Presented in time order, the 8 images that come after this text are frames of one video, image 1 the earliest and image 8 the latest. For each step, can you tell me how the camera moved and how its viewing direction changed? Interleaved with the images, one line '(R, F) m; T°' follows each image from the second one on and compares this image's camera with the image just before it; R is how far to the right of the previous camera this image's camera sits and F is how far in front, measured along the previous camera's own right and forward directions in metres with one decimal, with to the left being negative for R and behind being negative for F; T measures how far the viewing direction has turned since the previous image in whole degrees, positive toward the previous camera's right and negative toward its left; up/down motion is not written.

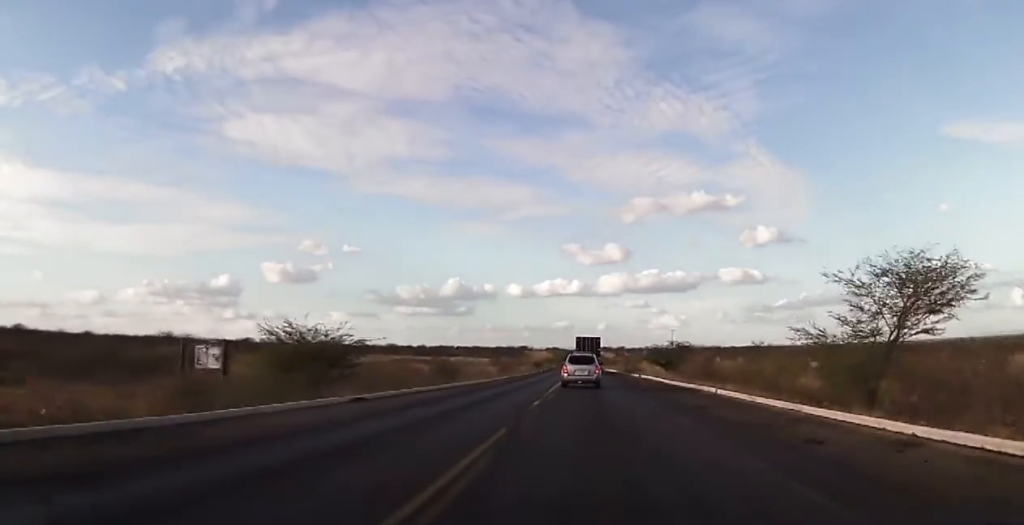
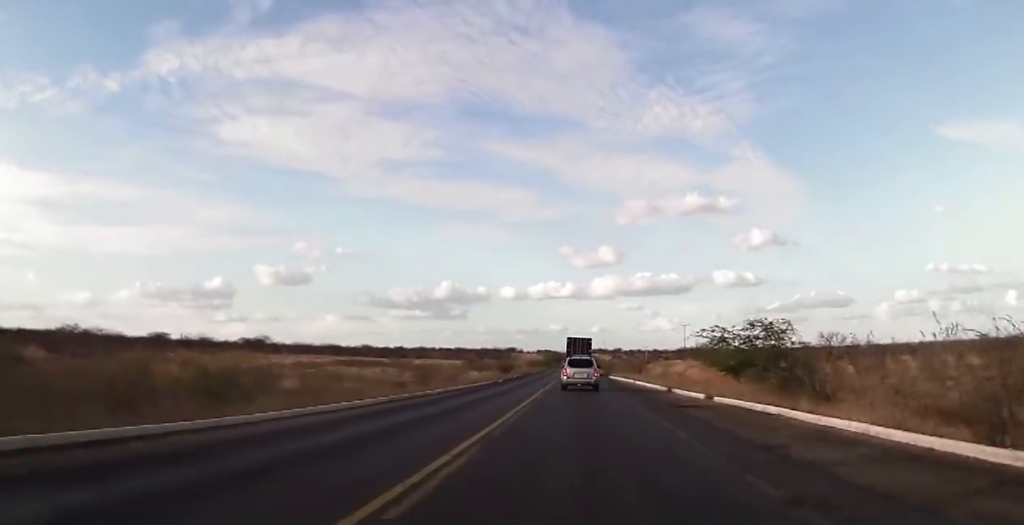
(+0.4, +41.1) m; +1°
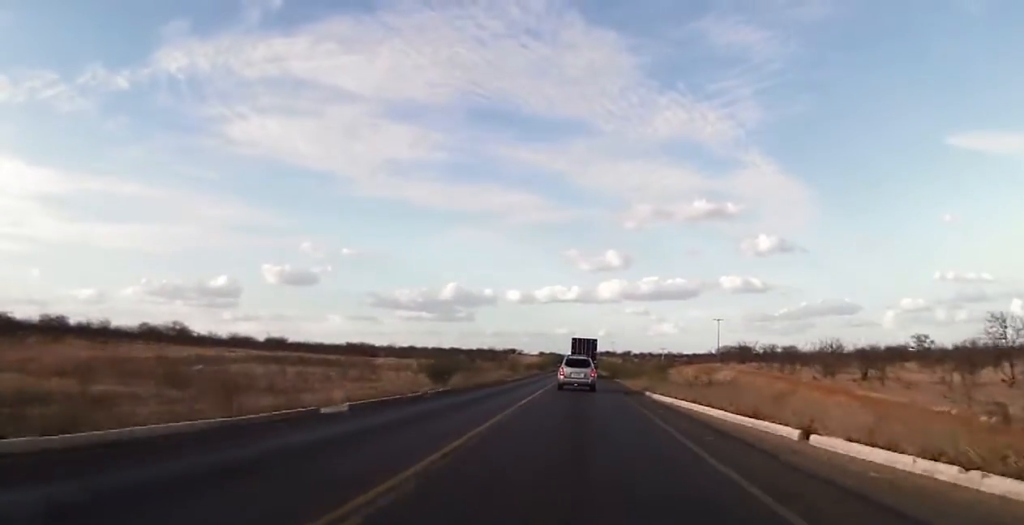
(0.0, +38.9) m; -1°
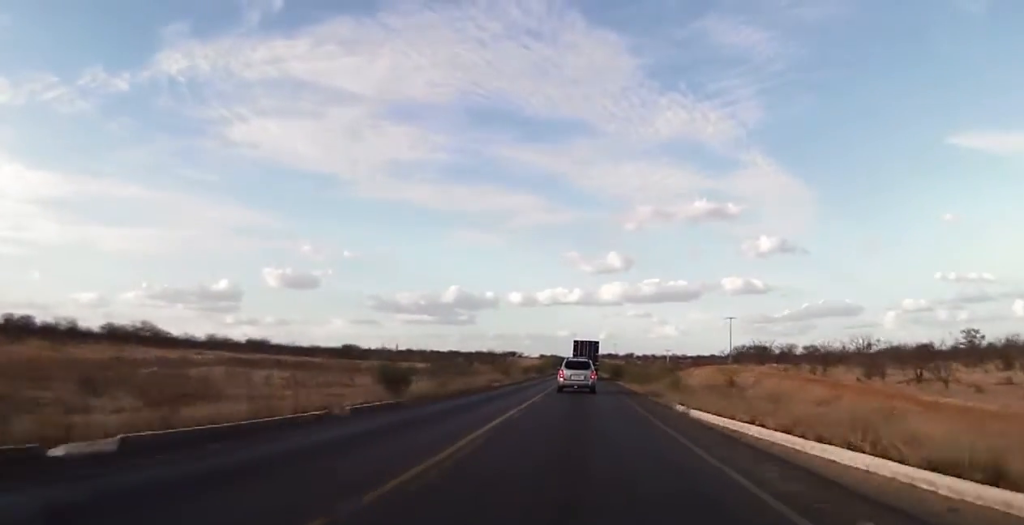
(0.0, +10.3) m; 0°
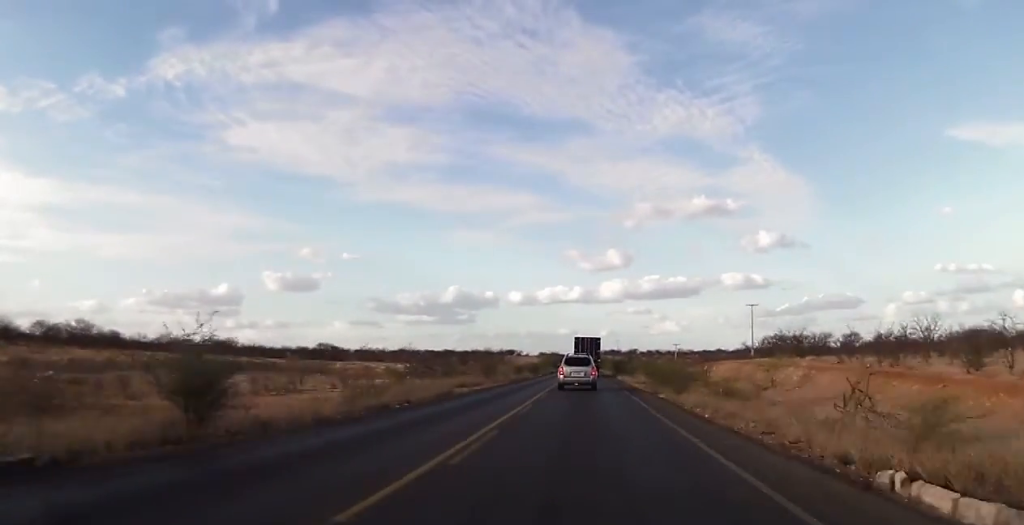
(-0.4, +17.0) m; 0°
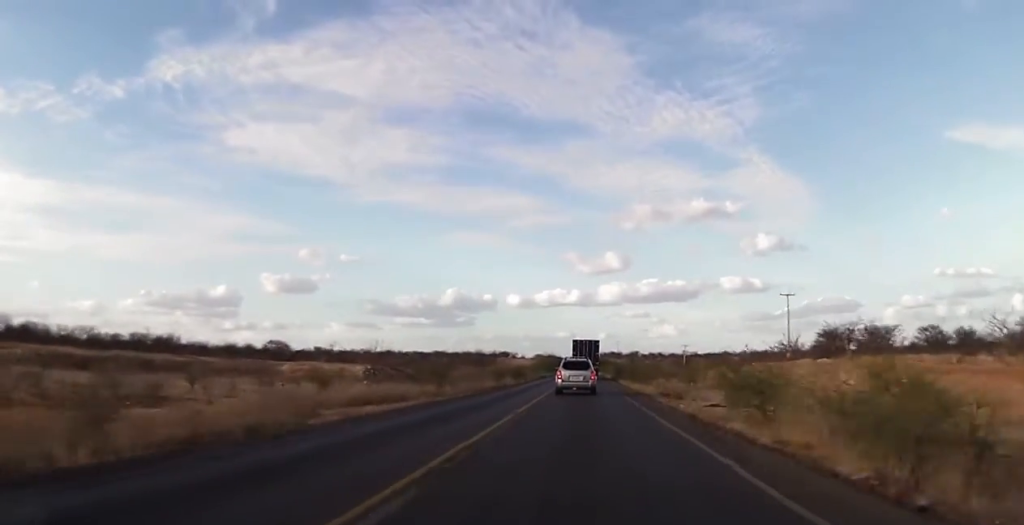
(+0.2, +21.1) m; +1°
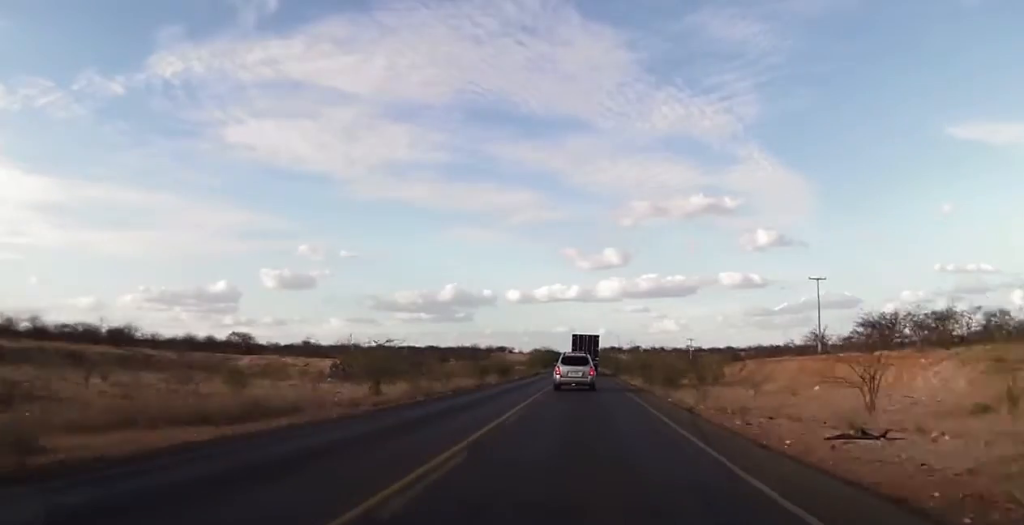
(+0.1, +13.1) m; 0°
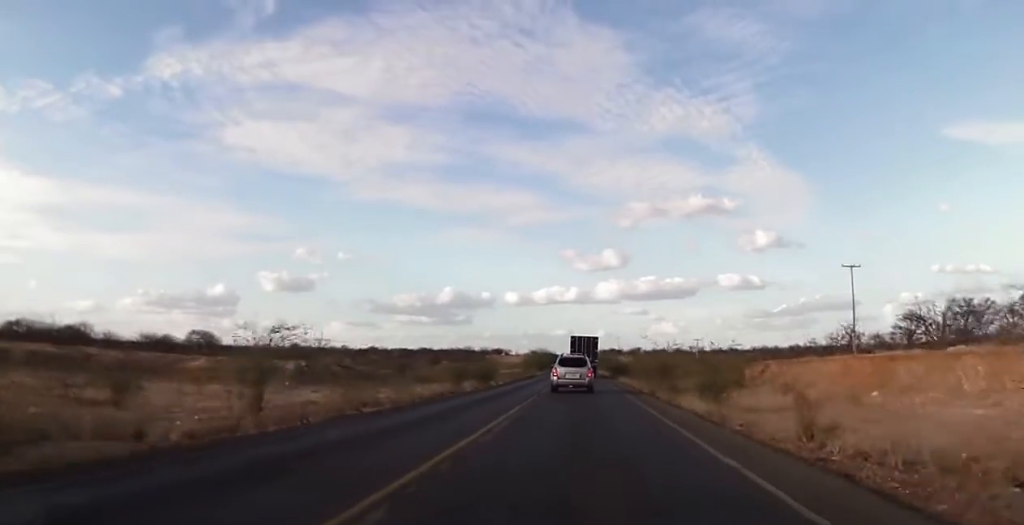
(0.0, +11.5) m; 0°
